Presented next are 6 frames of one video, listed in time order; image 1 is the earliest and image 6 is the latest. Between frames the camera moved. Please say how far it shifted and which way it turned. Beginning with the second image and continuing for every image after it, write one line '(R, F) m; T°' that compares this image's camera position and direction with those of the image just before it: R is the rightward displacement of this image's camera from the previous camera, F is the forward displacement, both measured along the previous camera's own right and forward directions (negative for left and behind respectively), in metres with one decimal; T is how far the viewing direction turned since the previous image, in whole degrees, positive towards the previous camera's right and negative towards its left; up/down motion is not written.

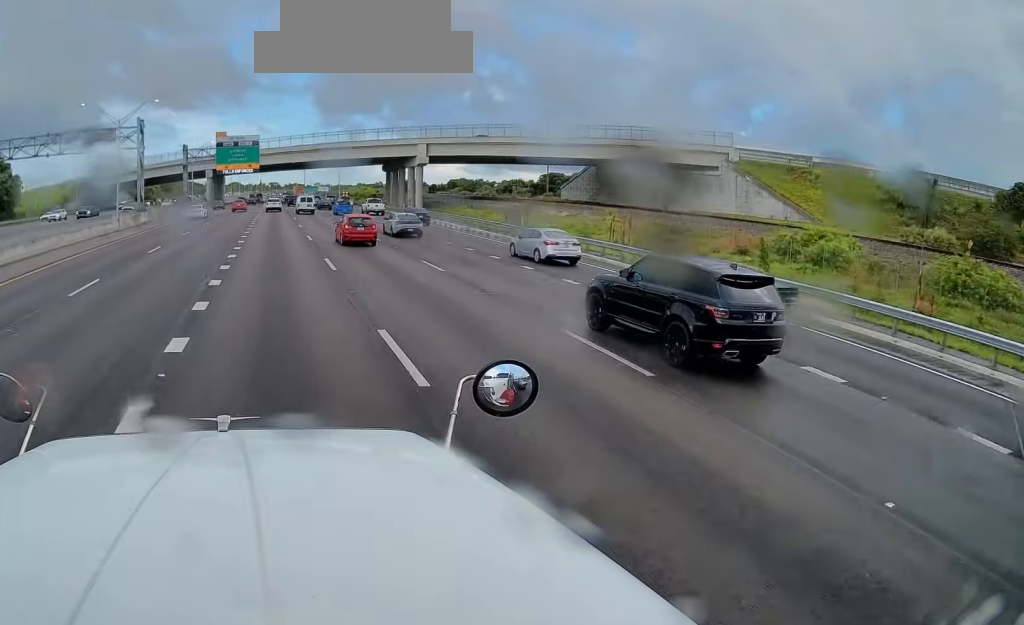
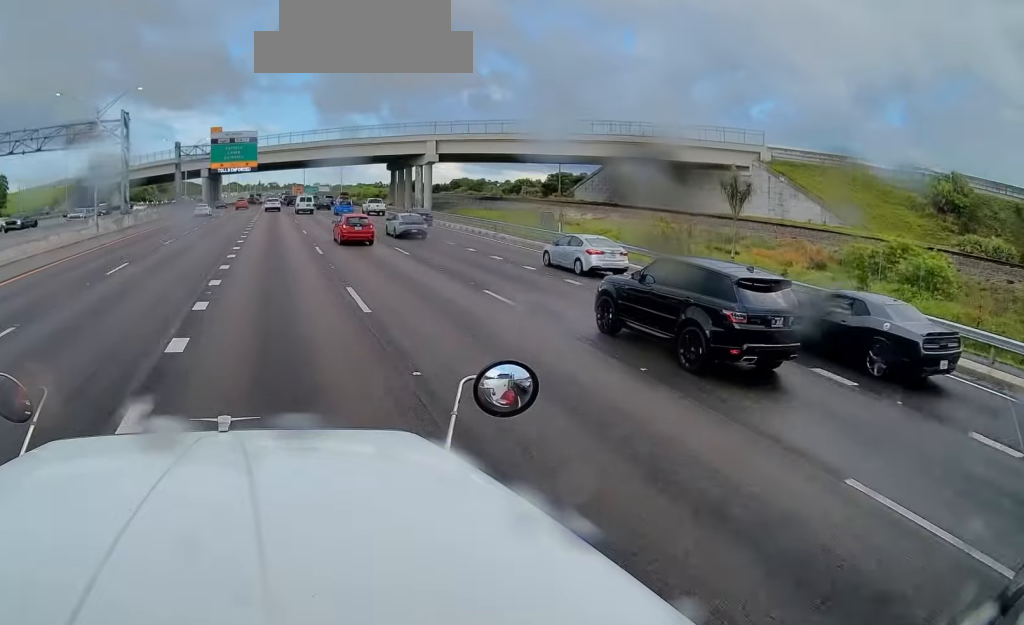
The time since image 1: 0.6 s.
(0.0, +8.4) m; 0°
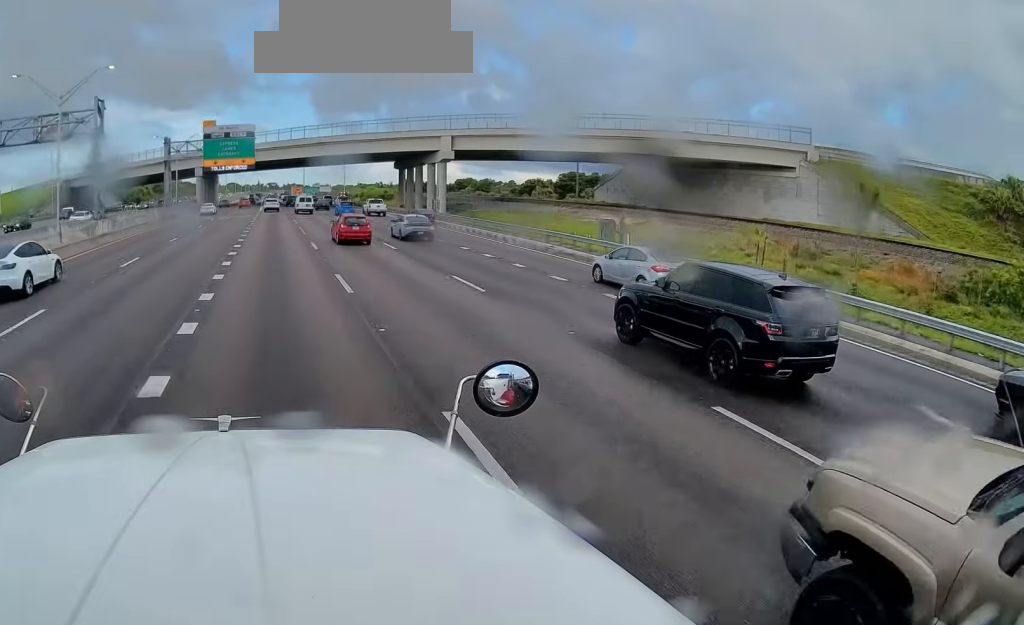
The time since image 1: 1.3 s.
(0.0, +11.4) m; 0°
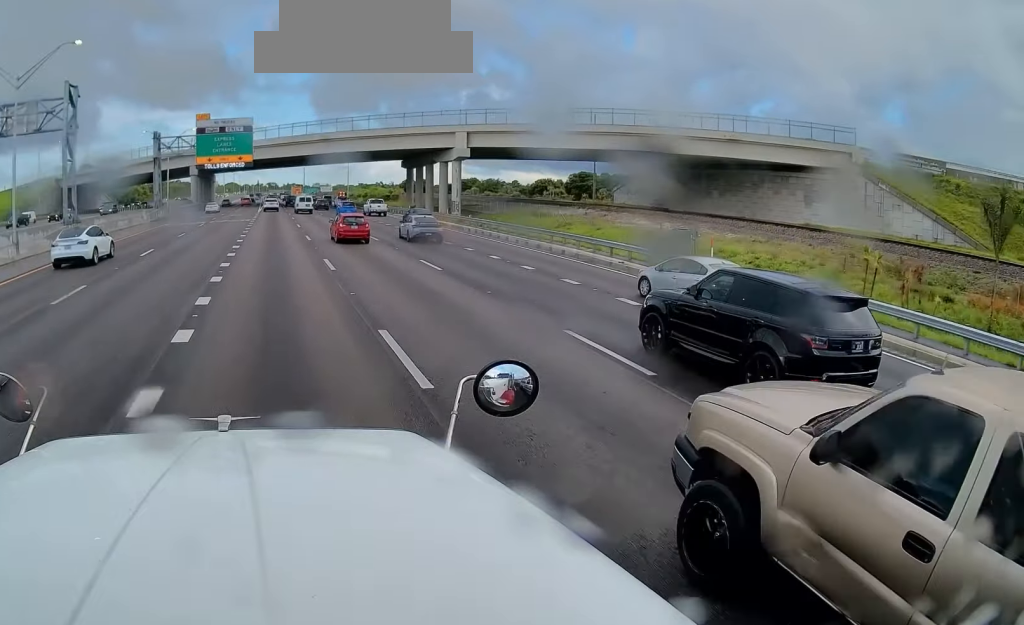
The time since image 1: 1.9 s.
(0.0, +9.6) m; 0°
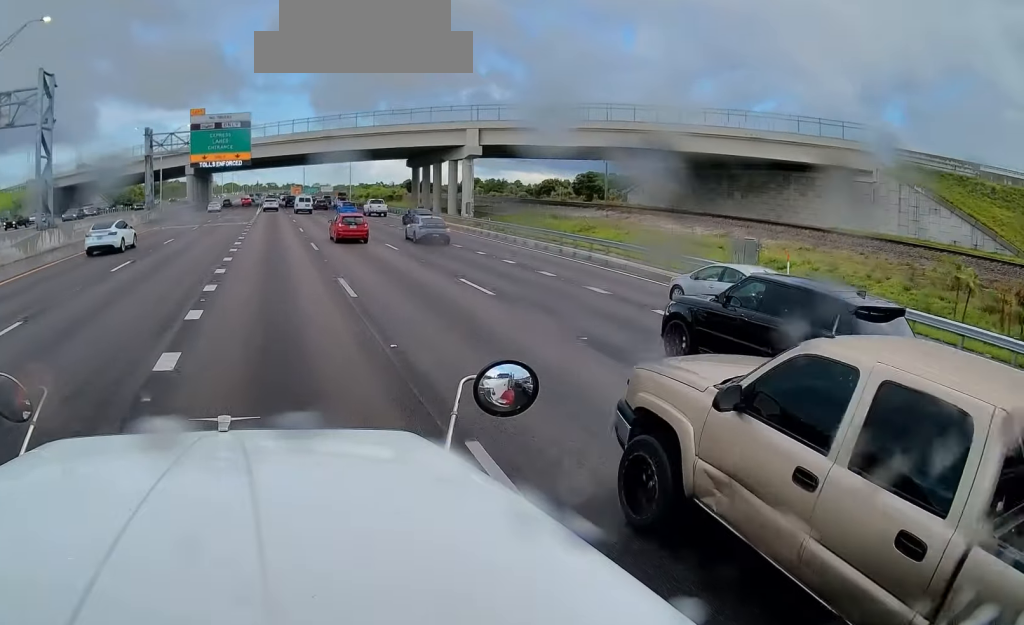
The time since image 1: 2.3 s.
(0.0, +5.8) m; 0°
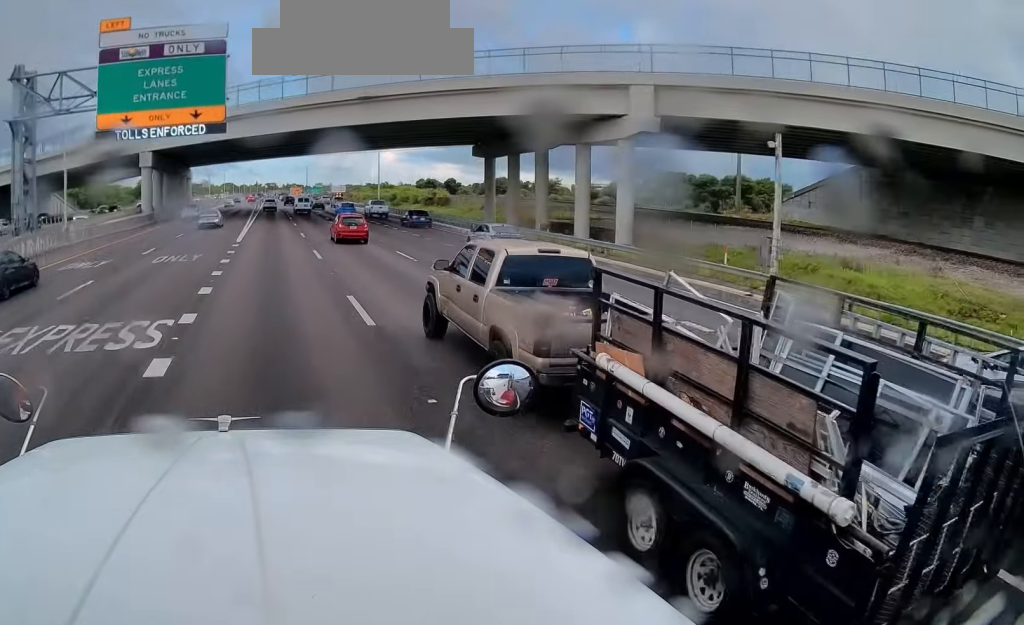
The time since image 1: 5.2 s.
(0.0, +44.6) m; 0°
